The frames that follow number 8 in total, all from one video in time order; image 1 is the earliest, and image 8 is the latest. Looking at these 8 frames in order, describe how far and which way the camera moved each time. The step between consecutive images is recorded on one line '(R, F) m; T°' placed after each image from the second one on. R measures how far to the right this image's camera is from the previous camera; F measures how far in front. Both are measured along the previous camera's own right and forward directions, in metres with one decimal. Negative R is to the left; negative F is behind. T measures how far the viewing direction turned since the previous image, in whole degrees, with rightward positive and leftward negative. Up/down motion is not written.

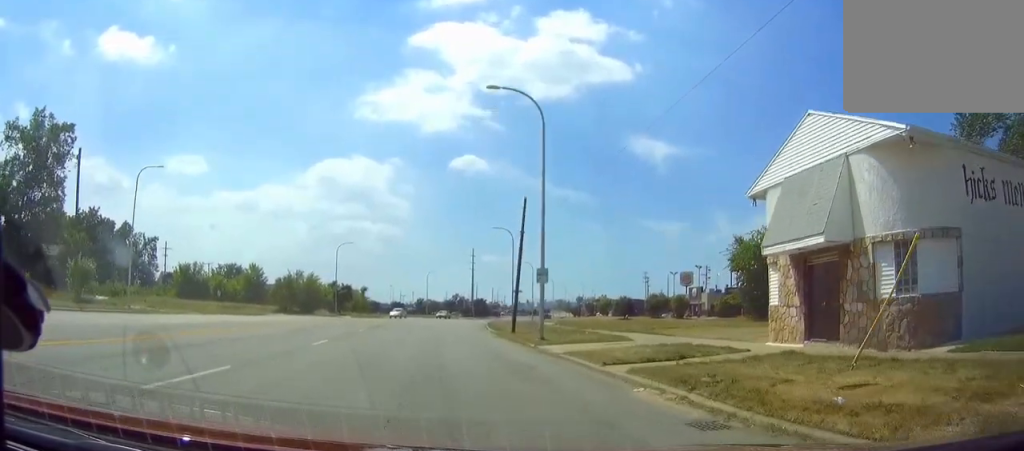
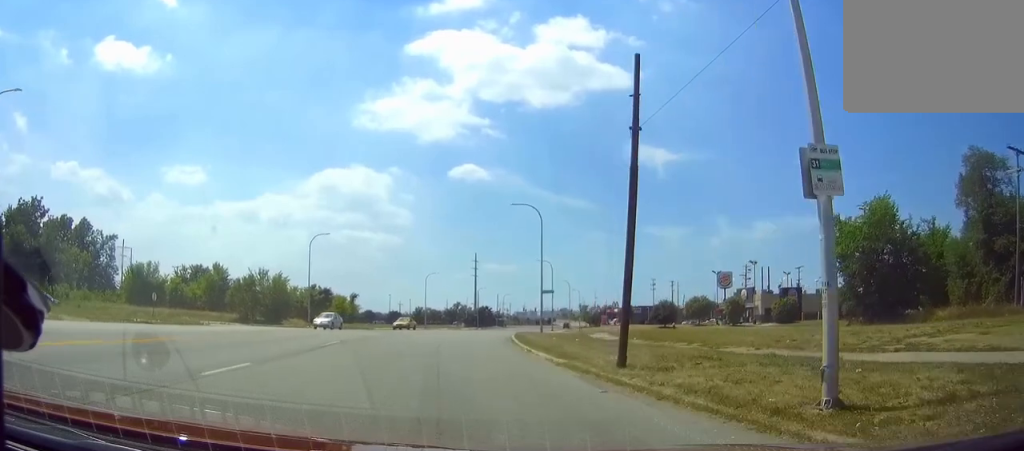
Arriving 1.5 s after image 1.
(+0.2, +22.2) m; 0°
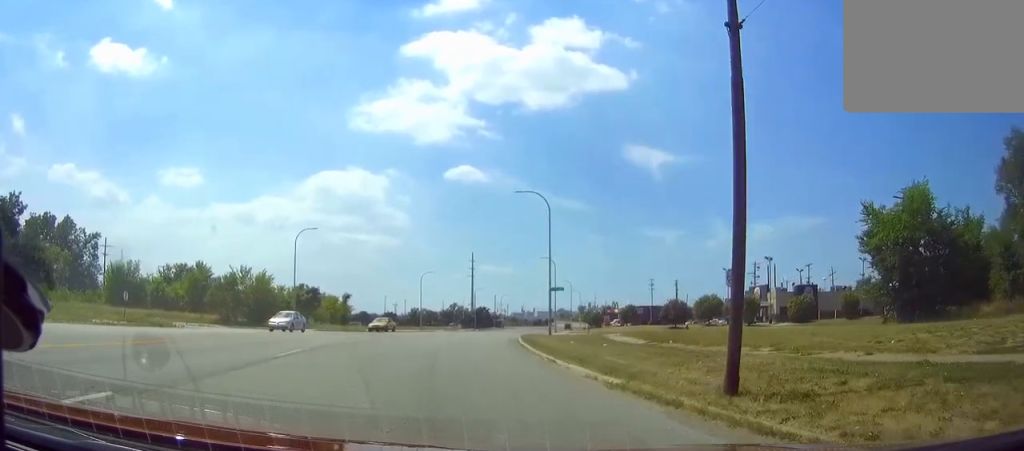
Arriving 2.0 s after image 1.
(0.0, +6.4) m; 0°
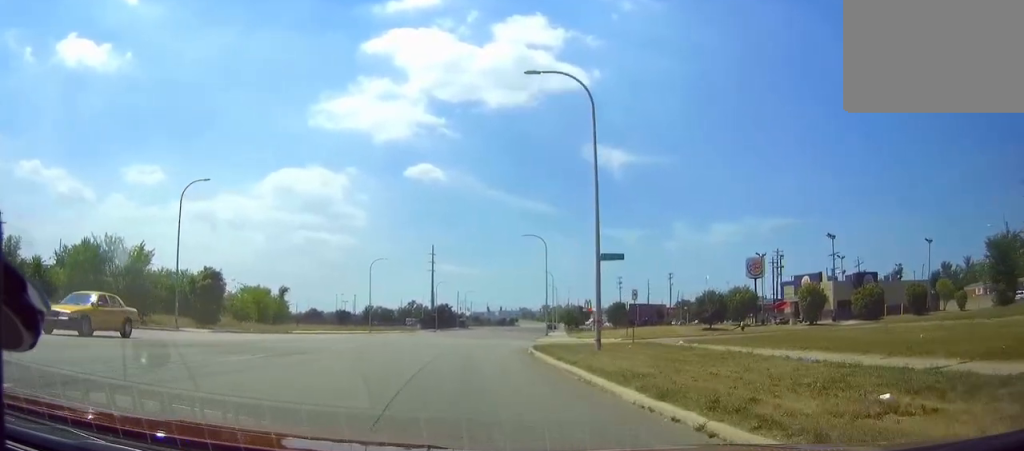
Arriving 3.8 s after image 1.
(+0.3, +25.5) m; +2°
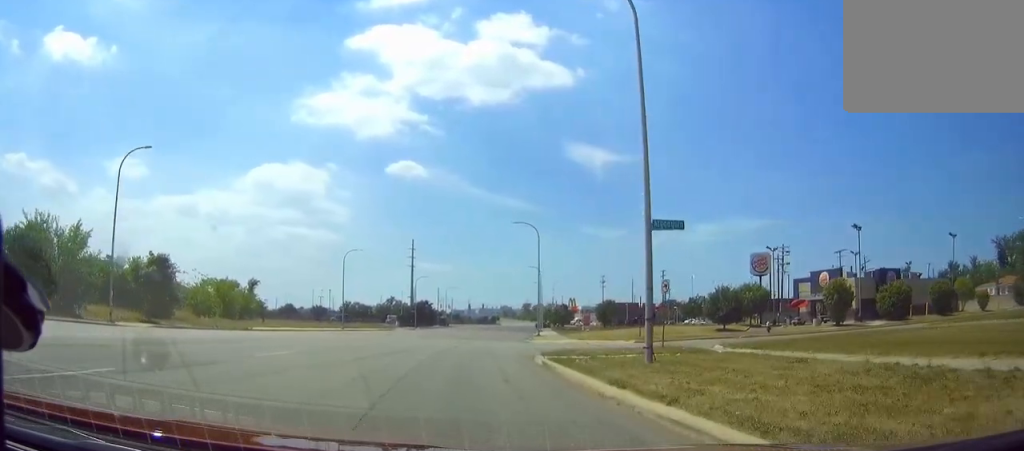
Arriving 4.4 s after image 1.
(+0.1, +8.7) m; +1°
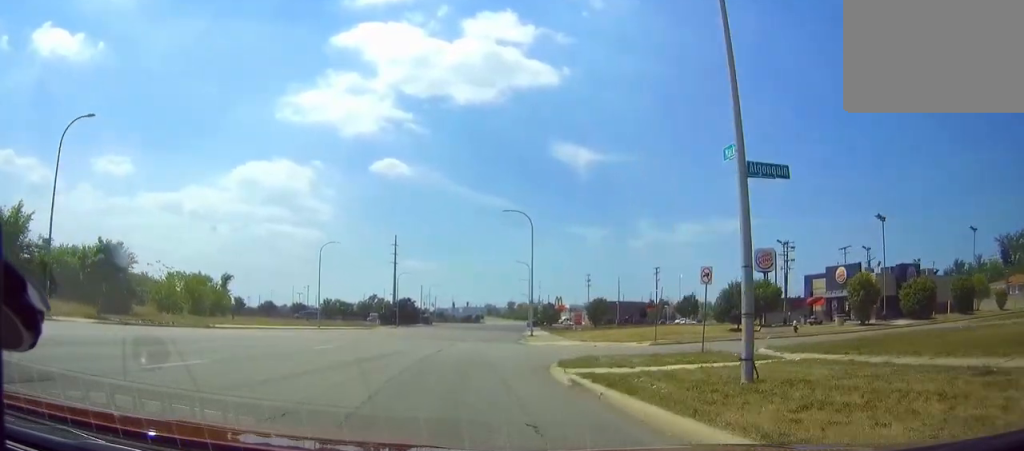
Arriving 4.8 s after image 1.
(0.0, +6.5) m; +1°
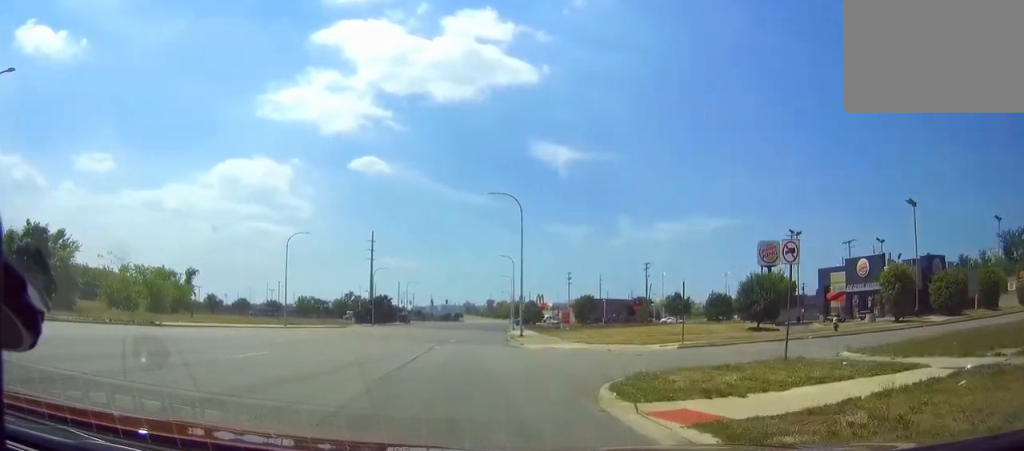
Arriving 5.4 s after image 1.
(+0.1, +7.3) m; +2°
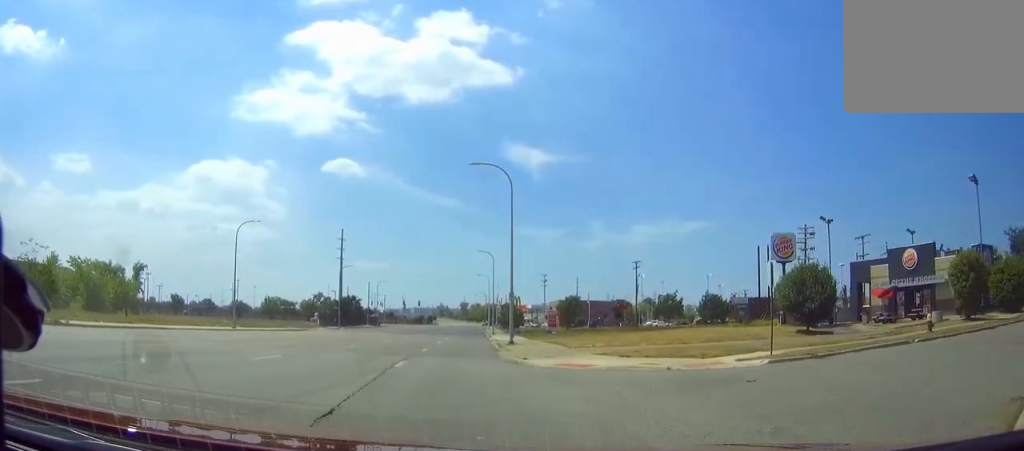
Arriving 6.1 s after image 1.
(+0.2, +10.9) m; +3°
